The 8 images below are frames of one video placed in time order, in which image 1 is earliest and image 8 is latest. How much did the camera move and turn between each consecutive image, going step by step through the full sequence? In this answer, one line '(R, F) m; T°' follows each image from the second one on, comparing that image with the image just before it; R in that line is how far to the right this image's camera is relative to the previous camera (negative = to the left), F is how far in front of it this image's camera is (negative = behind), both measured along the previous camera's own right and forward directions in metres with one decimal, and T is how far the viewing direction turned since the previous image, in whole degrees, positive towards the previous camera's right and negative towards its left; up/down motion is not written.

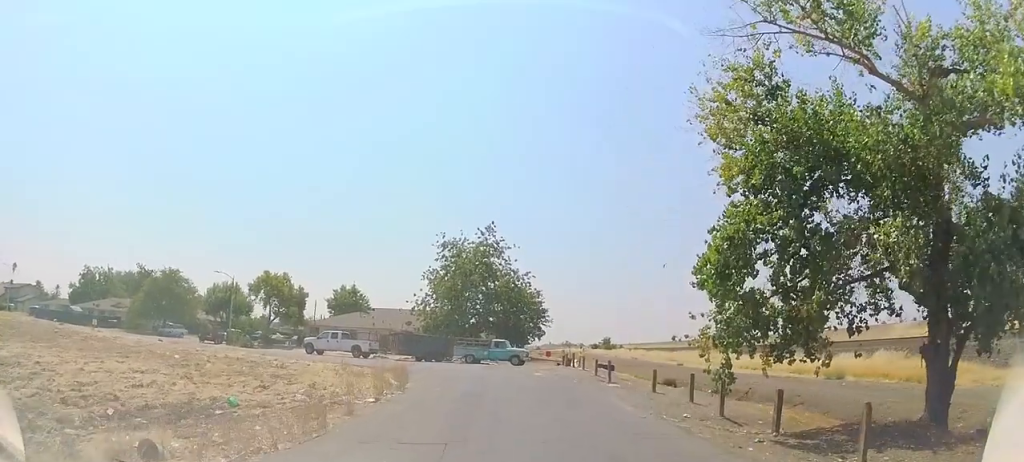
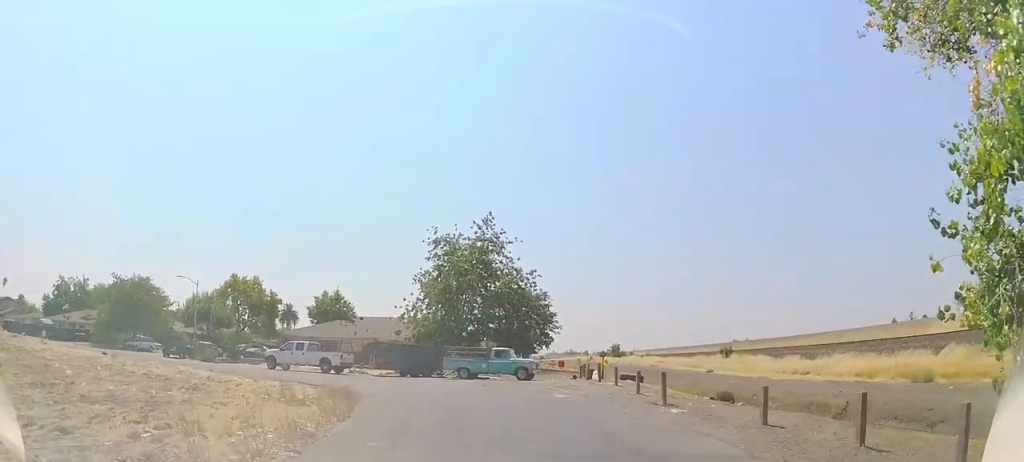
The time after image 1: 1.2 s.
(-0.1, +8.2) m; 0°
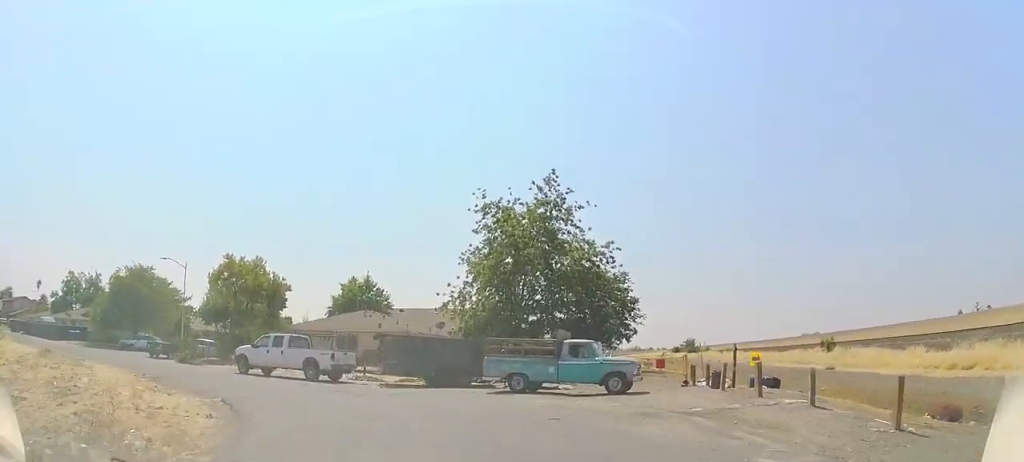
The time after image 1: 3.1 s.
(-0.6, +12.1) m; -9°
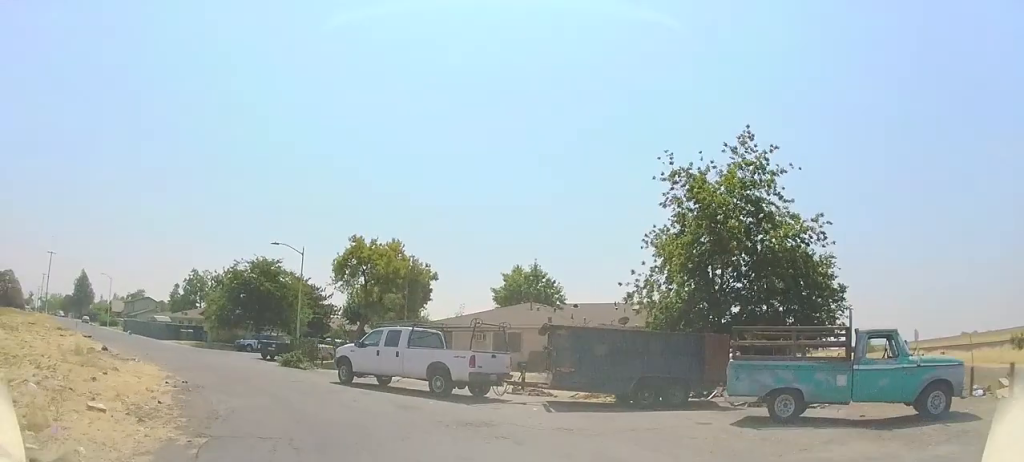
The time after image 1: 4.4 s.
(-0.8, +8.1) m; -15°
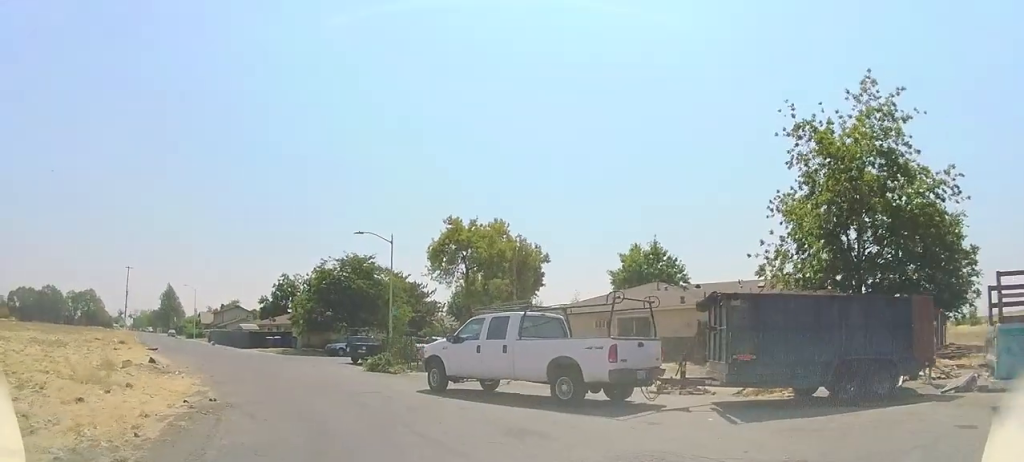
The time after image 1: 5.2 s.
(-0.3, +4.4) m; -12°
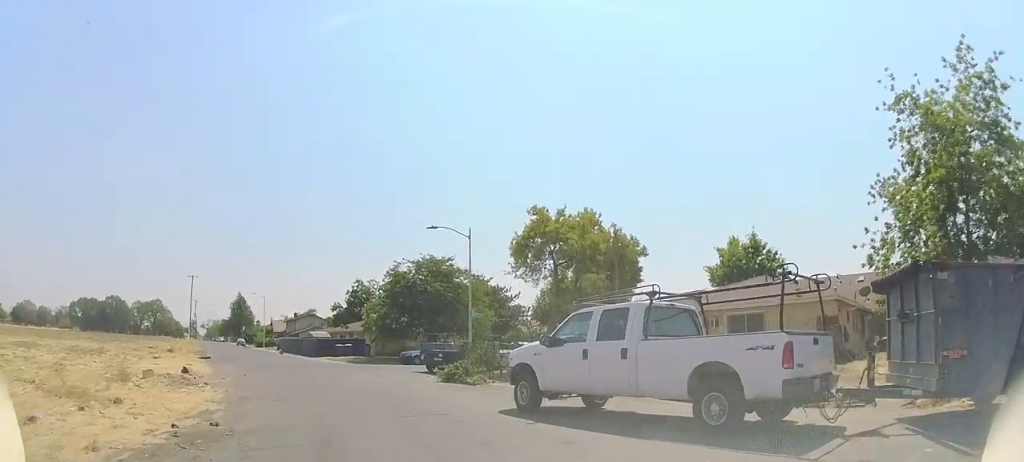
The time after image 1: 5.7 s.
(-0.4, +3.4) m; -9°
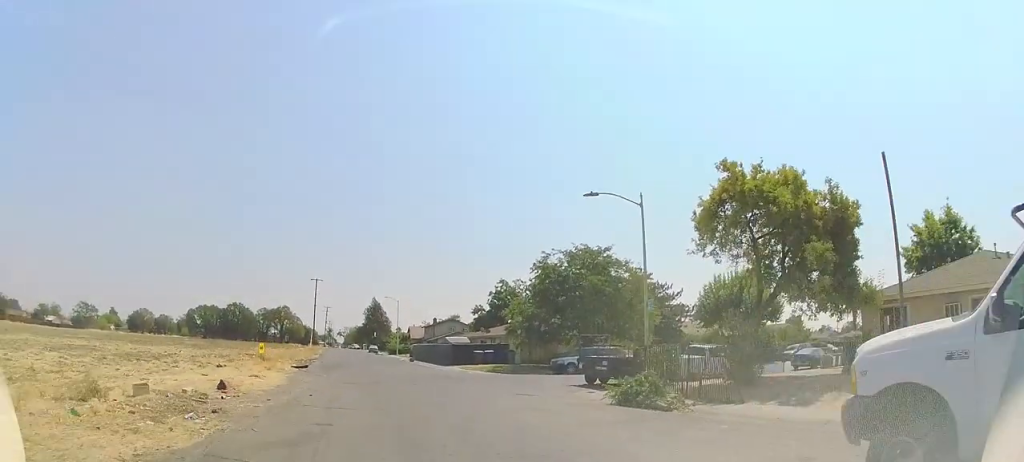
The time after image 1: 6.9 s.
(-1.1, +6.9) m; -12°
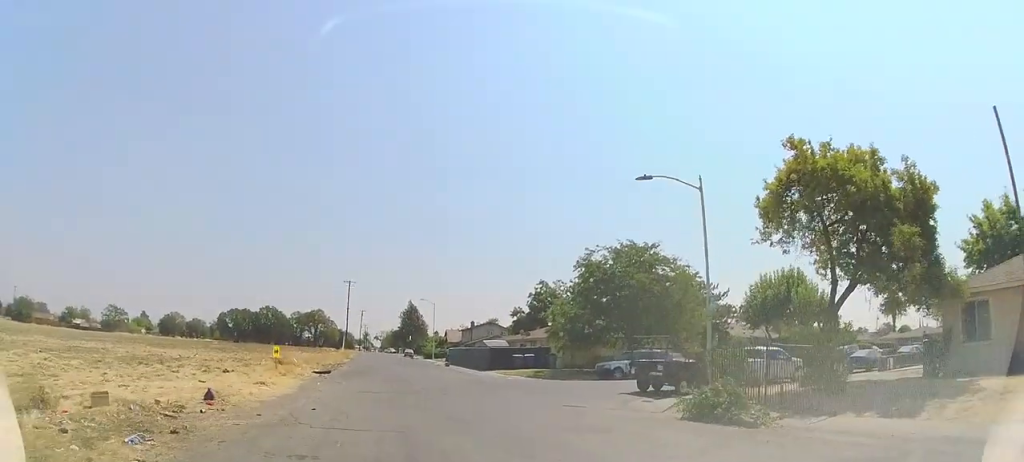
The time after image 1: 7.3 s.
(-0.1, +2.5) m; -2°
